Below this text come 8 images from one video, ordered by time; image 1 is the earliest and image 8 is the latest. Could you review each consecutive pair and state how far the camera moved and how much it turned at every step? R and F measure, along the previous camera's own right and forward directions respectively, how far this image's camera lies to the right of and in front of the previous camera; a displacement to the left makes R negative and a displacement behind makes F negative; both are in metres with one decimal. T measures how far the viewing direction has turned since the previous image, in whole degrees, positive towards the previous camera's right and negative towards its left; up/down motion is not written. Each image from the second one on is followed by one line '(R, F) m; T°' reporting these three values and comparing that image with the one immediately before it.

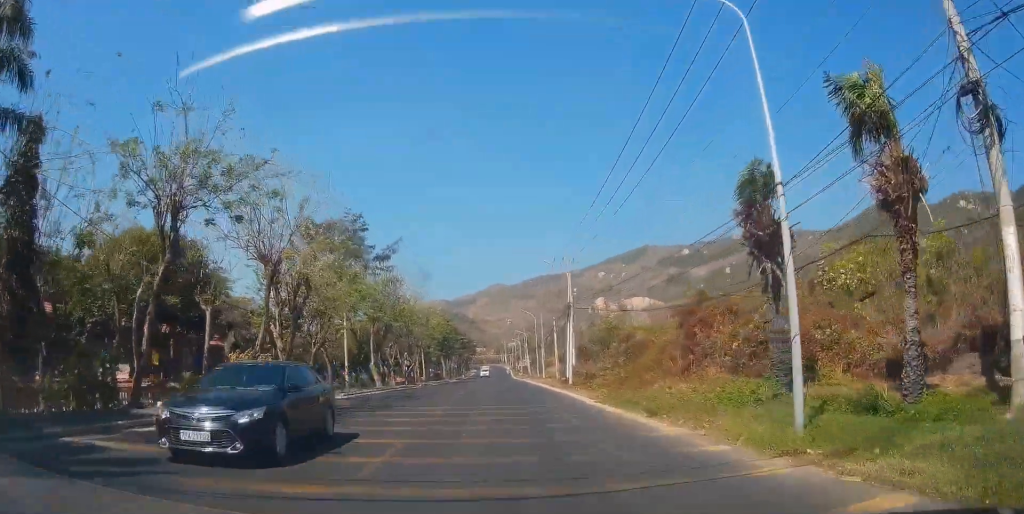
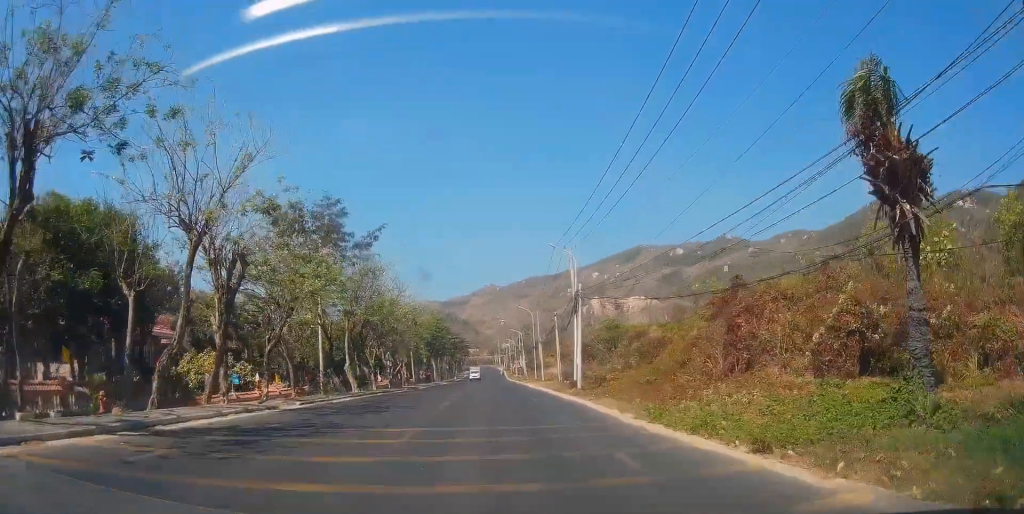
(+0.3, +6.8) m; +2°
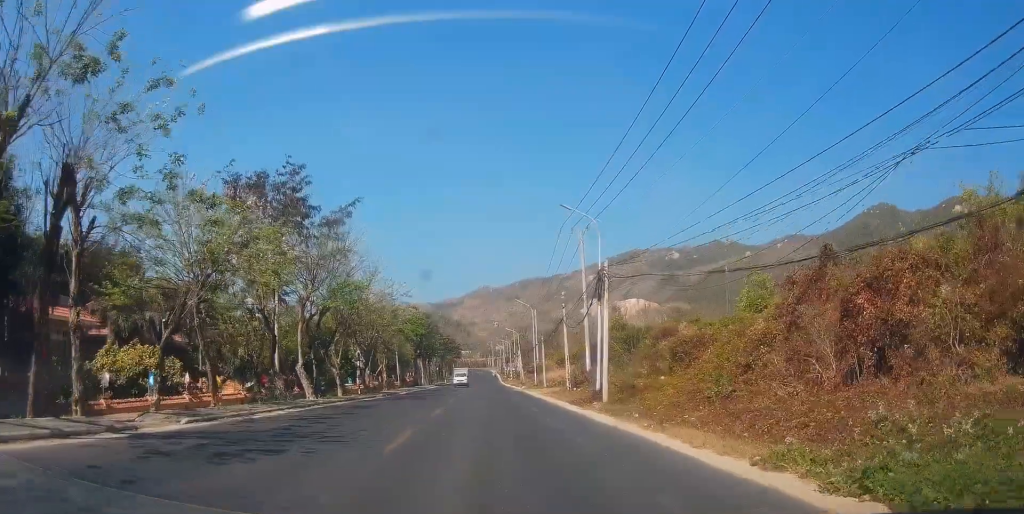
(+0.1, +9.6) m; -1°
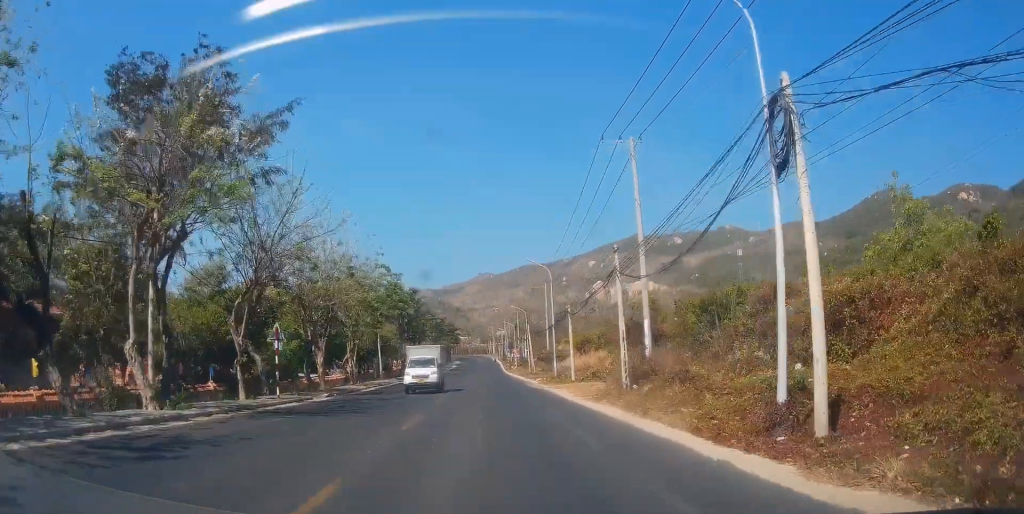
(0.0, +16.9) m; +3°
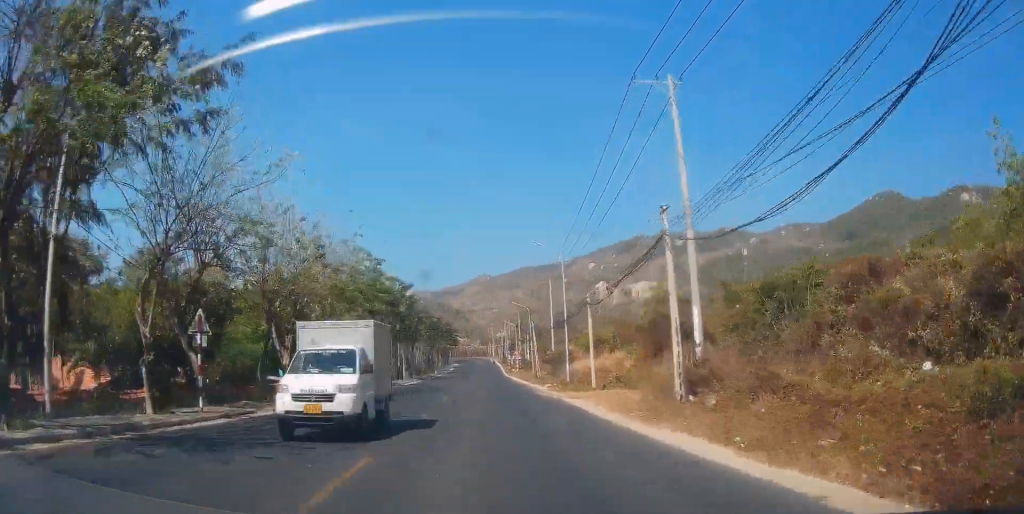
(+0.4, +7.3) m; 0°
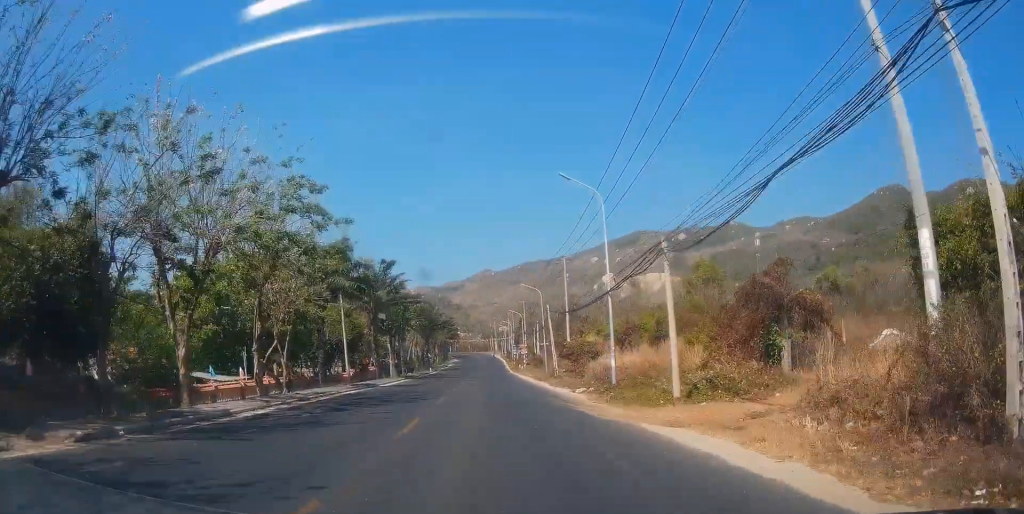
(-0.4, +12.7) m; 0°
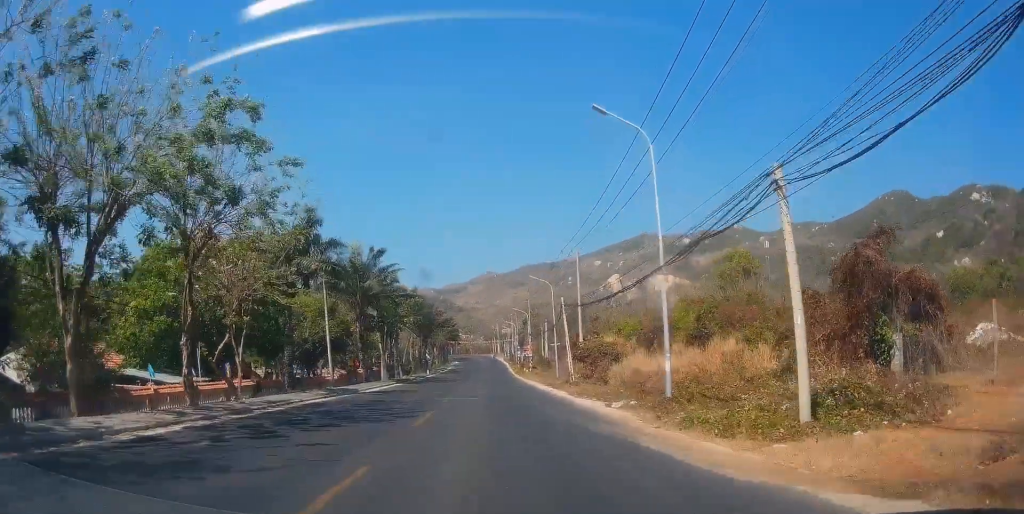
(+0.4, +7.1) m; +1°
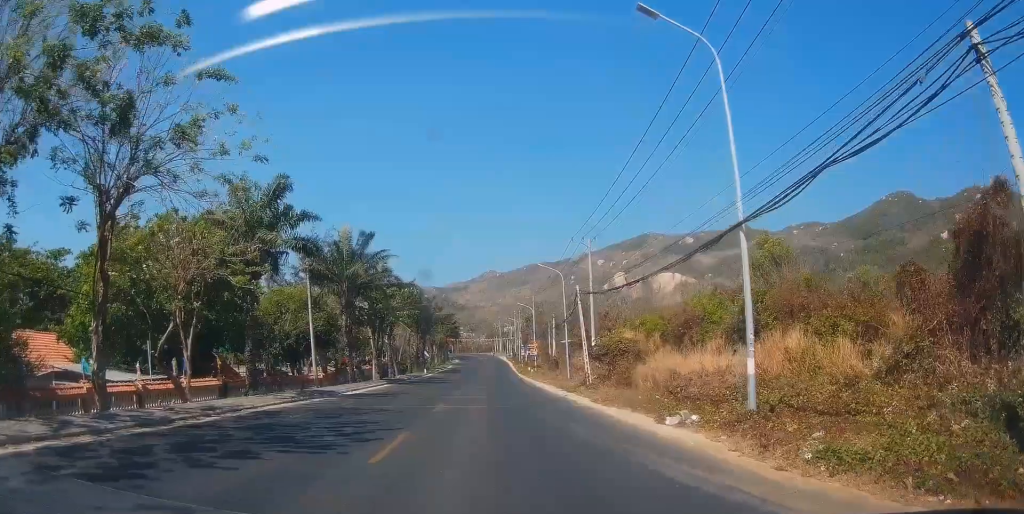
(-0.2, +5.7) m; -1°
